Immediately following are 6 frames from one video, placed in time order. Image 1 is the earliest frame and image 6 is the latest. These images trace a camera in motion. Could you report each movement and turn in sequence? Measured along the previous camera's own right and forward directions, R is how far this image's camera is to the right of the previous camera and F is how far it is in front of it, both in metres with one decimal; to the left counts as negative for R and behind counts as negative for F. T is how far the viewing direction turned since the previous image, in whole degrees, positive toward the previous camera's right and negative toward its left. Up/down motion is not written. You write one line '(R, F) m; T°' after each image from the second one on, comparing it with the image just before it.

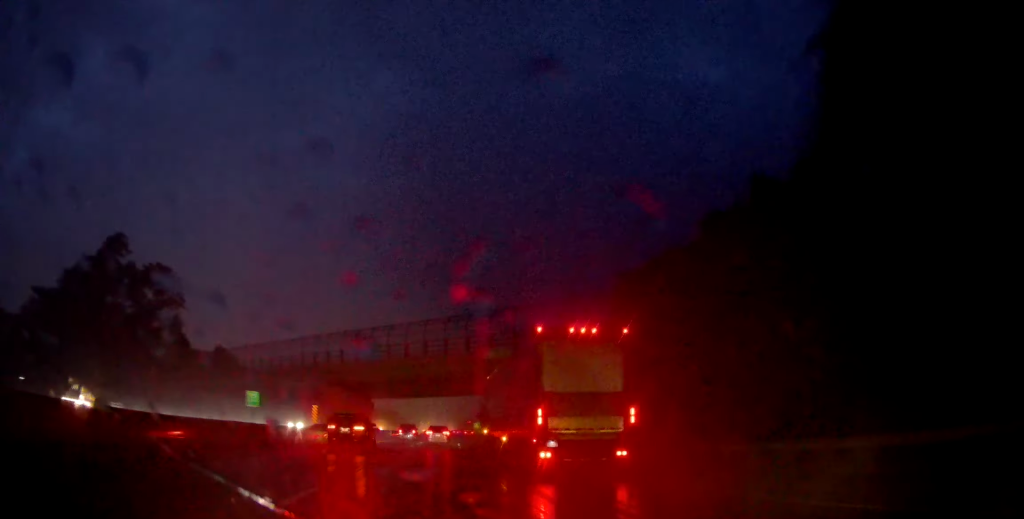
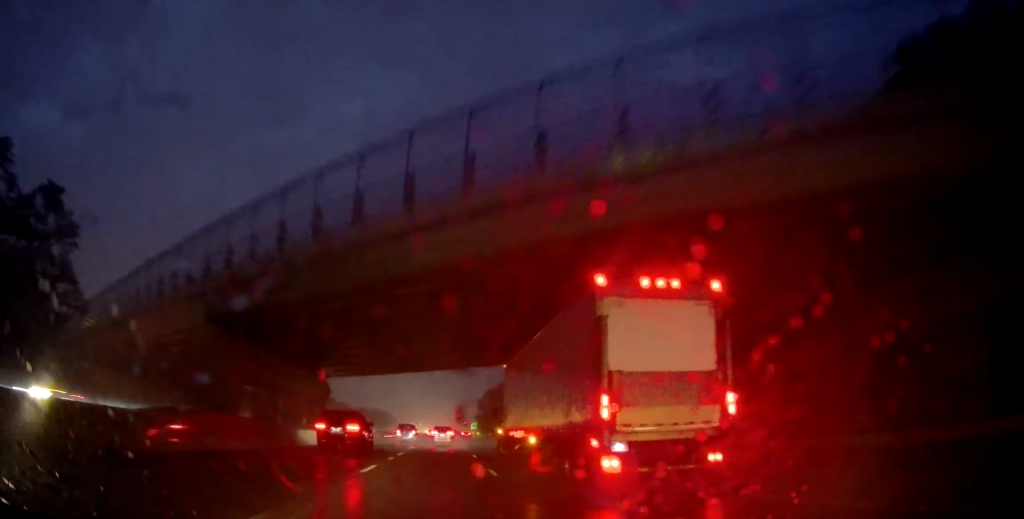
(+0.4, +29.0) m; +1°
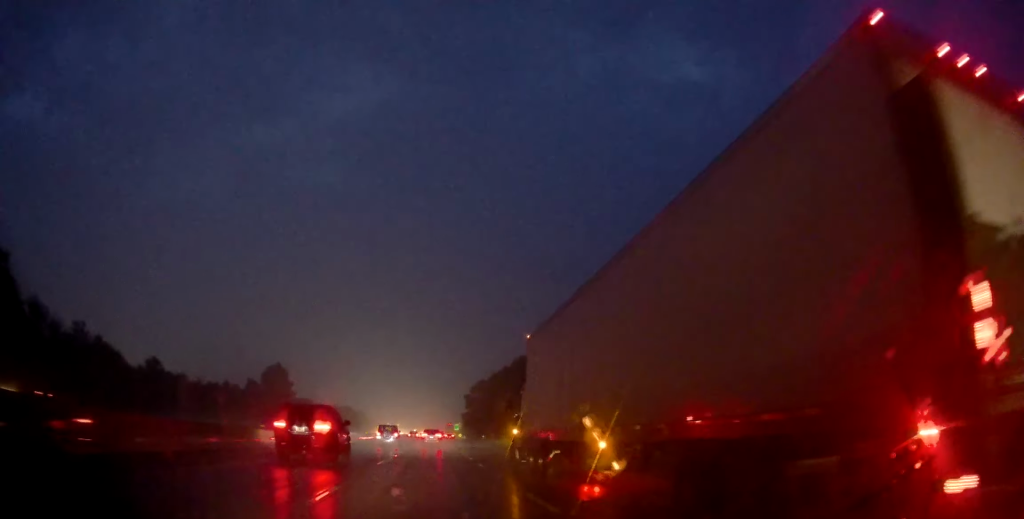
(+0.5, +44.4) m; +1°
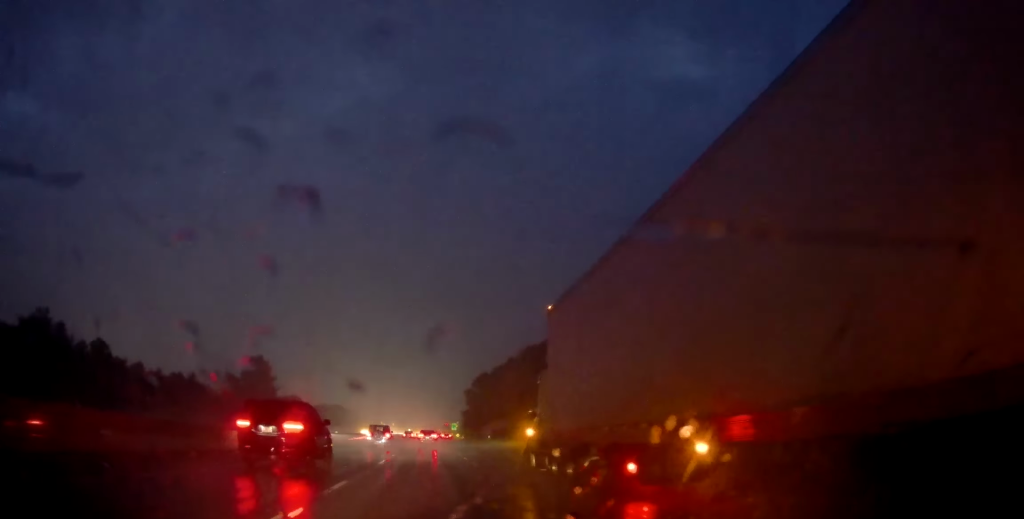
(0.0, +22.1) m; +2°
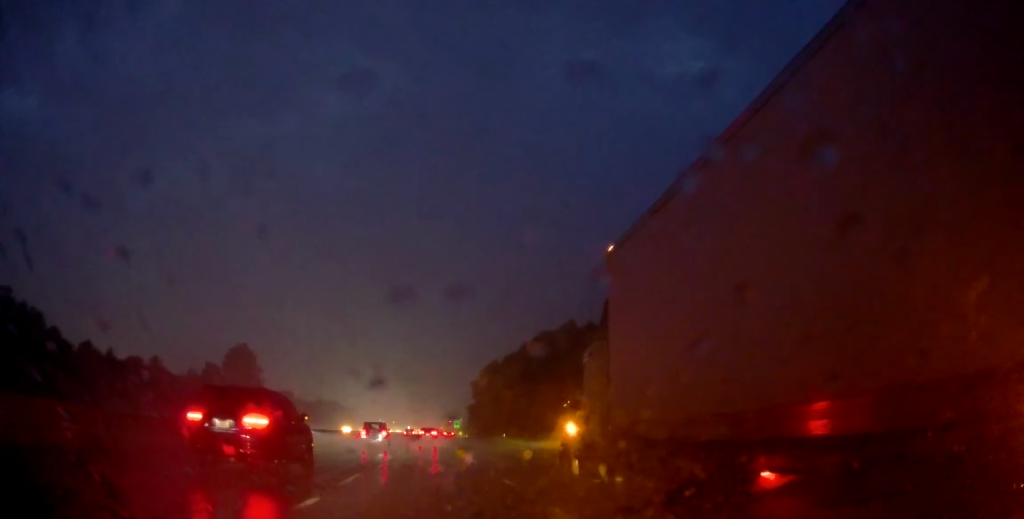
(+0.8, +22.7) m; +2°
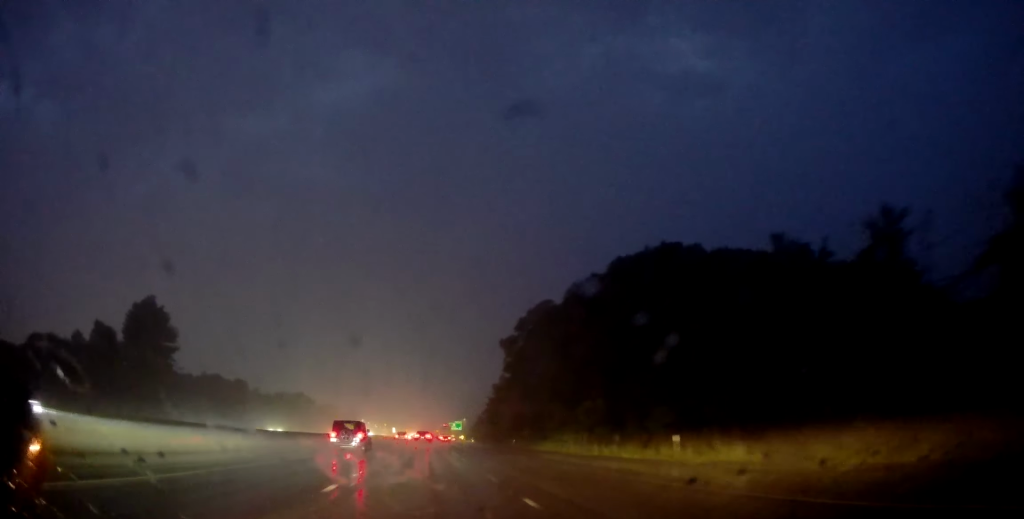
(-1.5, +67.9) m; -1°
